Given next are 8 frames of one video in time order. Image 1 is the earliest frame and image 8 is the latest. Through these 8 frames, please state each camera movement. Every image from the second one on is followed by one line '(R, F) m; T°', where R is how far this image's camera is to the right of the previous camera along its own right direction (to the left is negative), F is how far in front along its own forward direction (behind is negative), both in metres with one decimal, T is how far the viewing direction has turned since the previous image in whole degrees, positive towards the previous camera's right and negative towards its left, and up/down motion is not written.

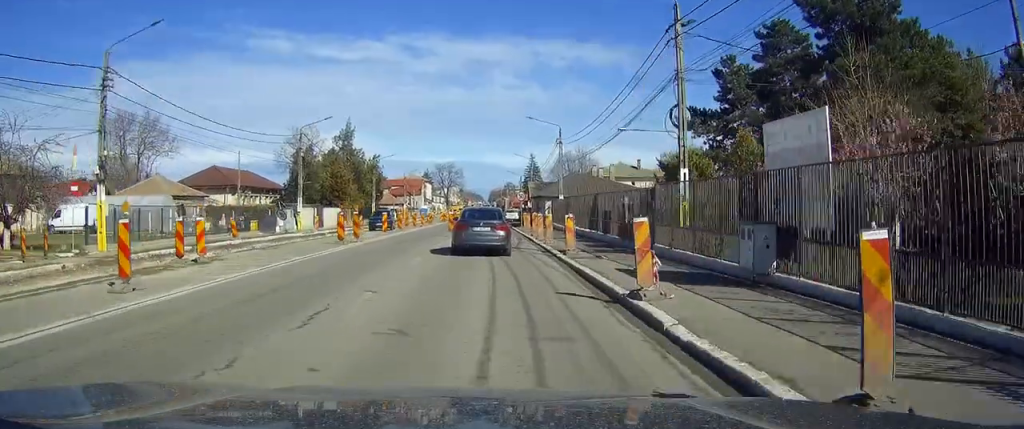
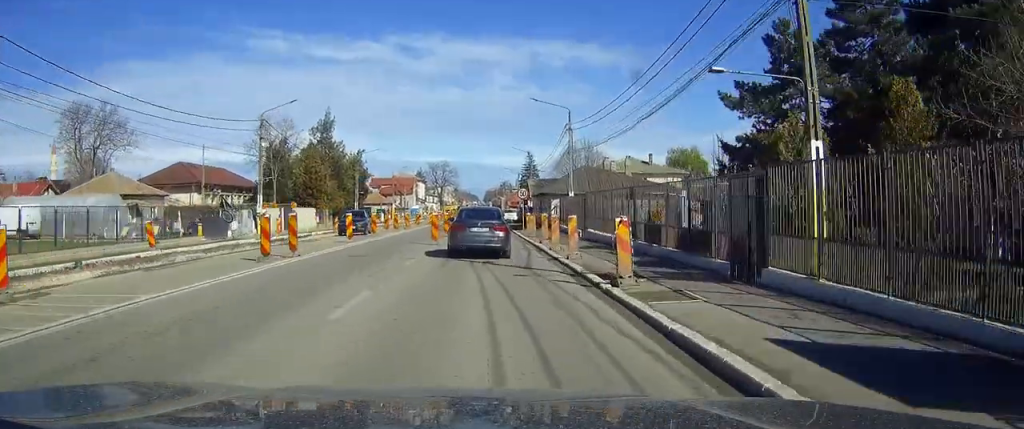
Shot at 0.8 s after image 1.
(0.0, +9.6) m; 0°
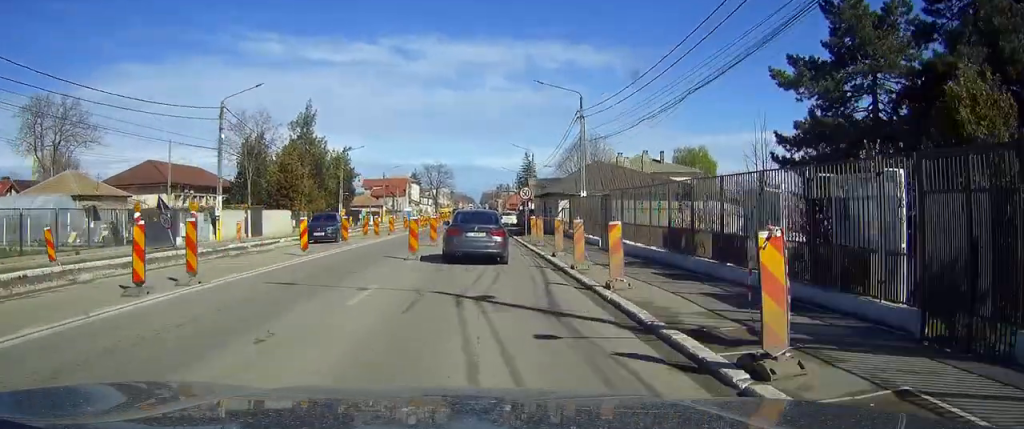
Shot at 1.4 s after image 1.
(0.0, +7.4) m; 0°
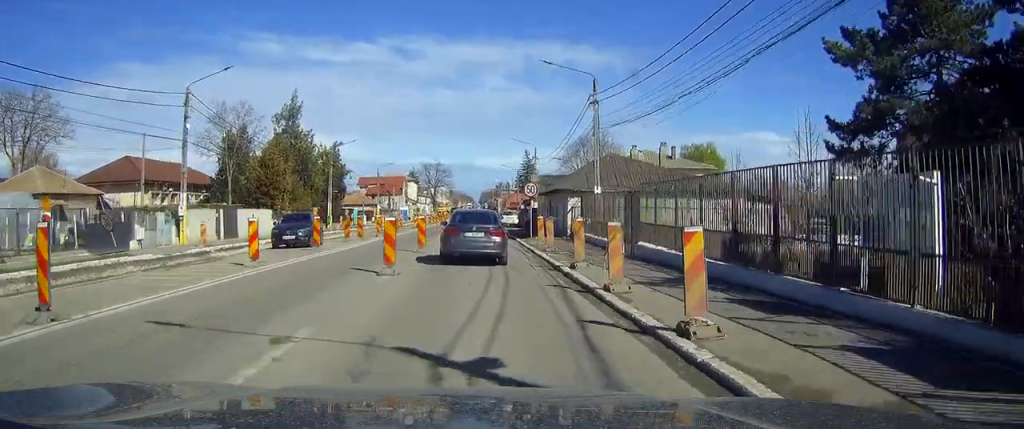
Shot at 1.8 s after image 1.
(0.0, +5.3) m; 0°
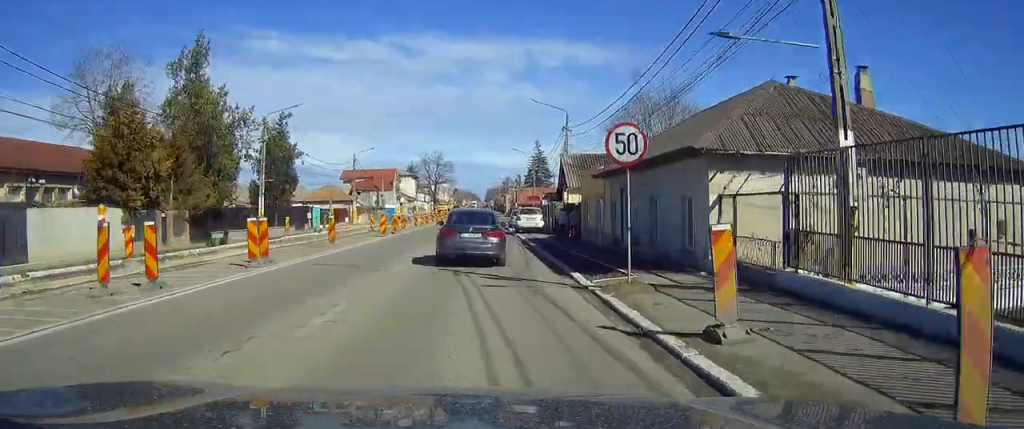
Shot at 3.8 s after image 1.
(0.0, +24.5) m; -1°
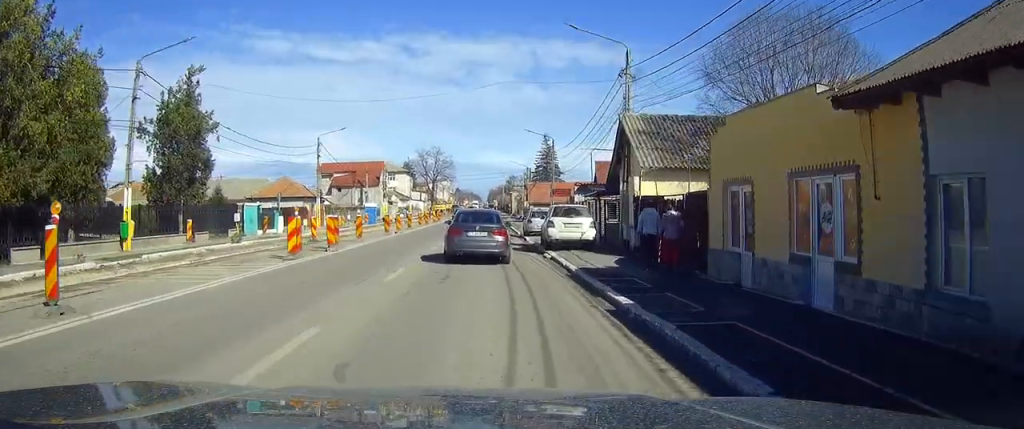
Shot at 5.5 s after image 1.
(-0.1, +20.1) m; 0°
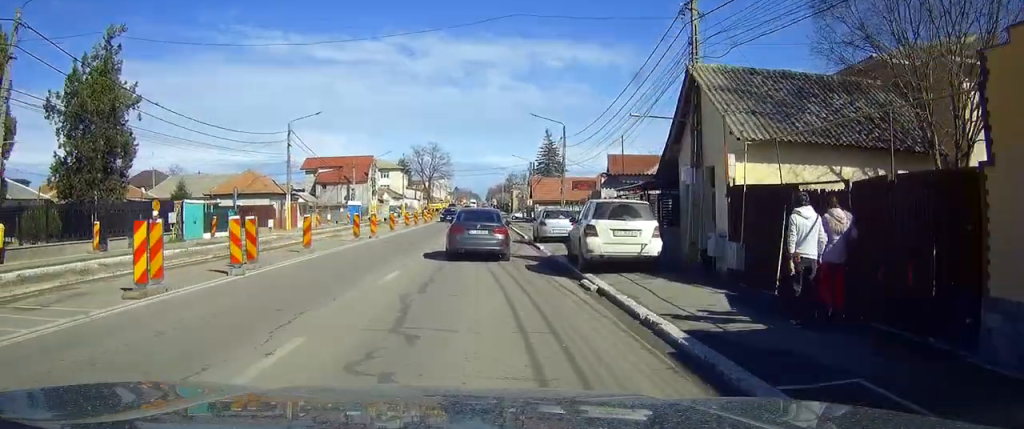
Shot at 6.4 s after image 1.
(+0.1, +9.8) m; 0°
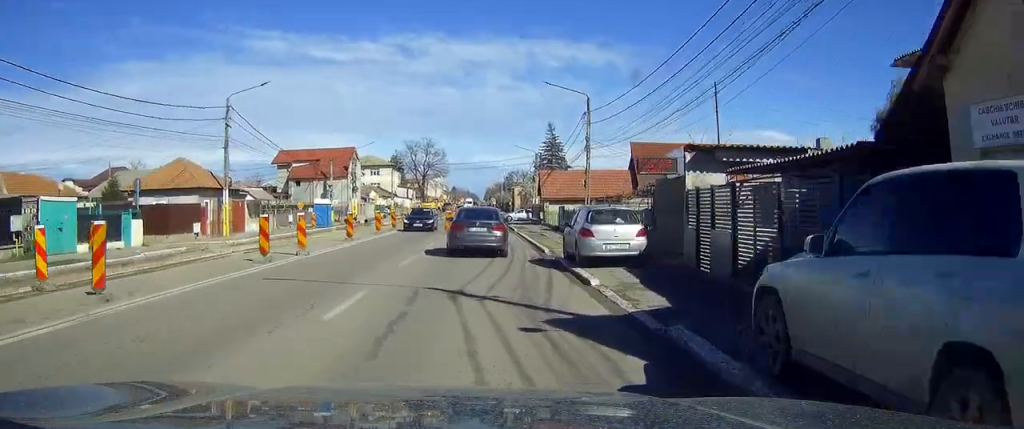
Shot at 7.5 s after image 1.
(-0.1, +13.7) m; 0°
